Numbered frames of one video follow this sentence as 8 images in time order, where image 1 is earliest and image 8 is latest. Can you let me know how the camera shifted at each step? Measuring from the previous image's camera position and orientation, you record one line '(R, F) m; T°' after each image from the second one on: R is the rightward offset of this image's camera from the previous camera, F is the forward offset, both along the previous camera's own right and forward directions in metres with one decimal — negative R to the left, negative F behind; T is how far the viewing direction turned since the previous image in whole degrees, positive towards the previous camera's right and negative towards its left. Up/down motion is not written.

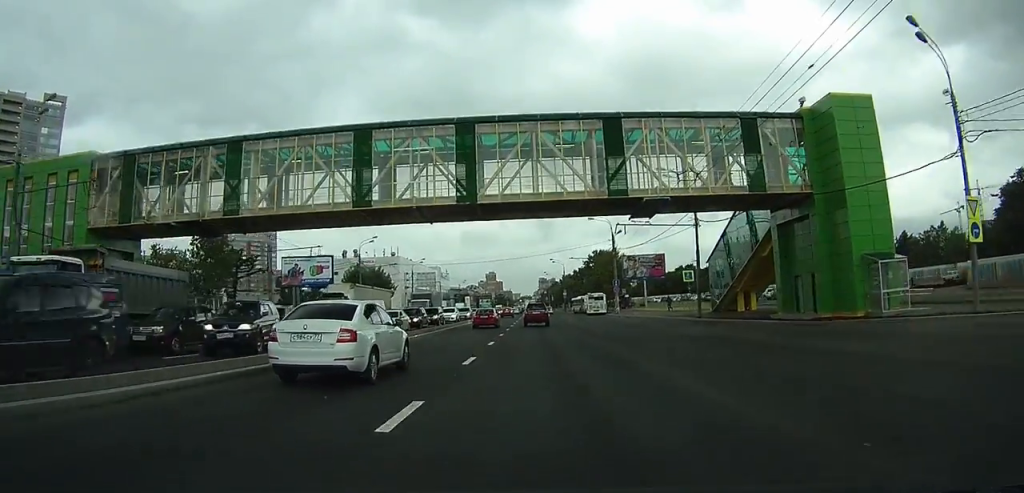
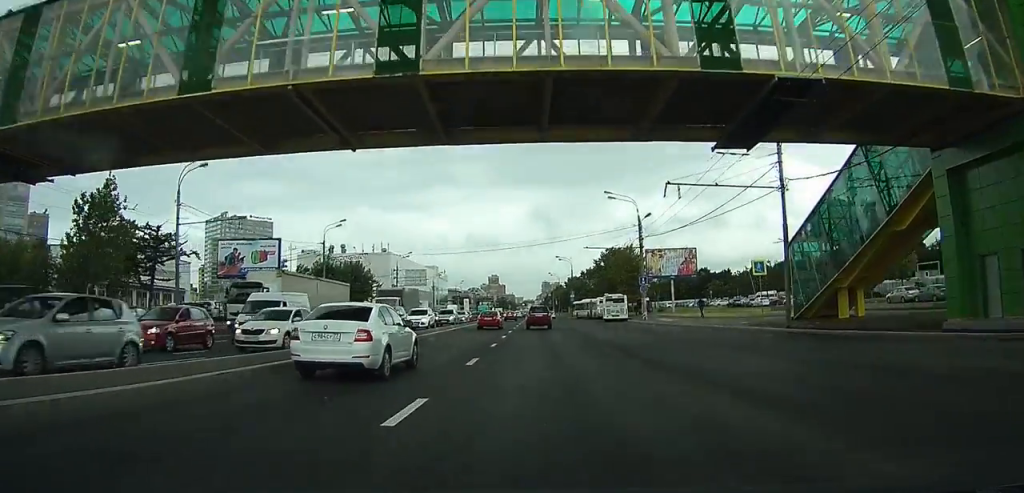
(+0.1, +15.3) m; 0°
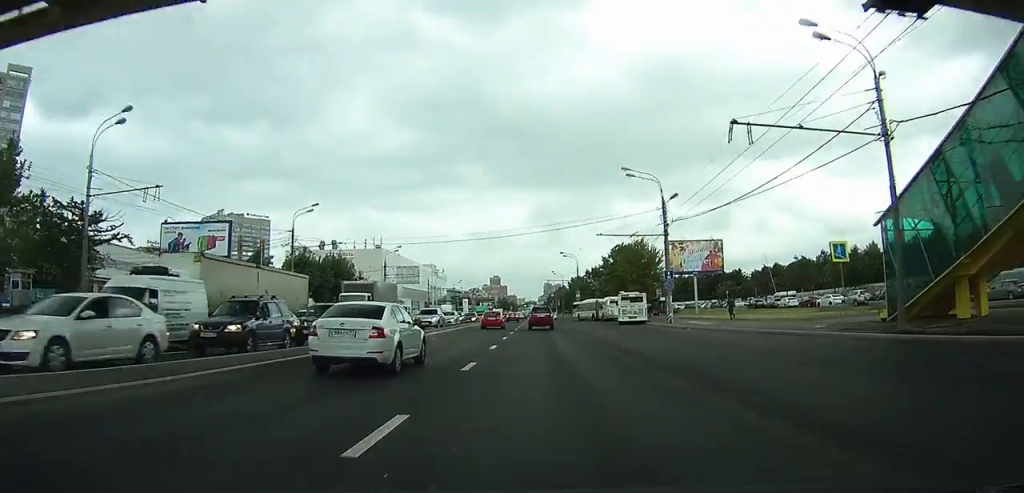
(0.0, +9.4) m; 0°
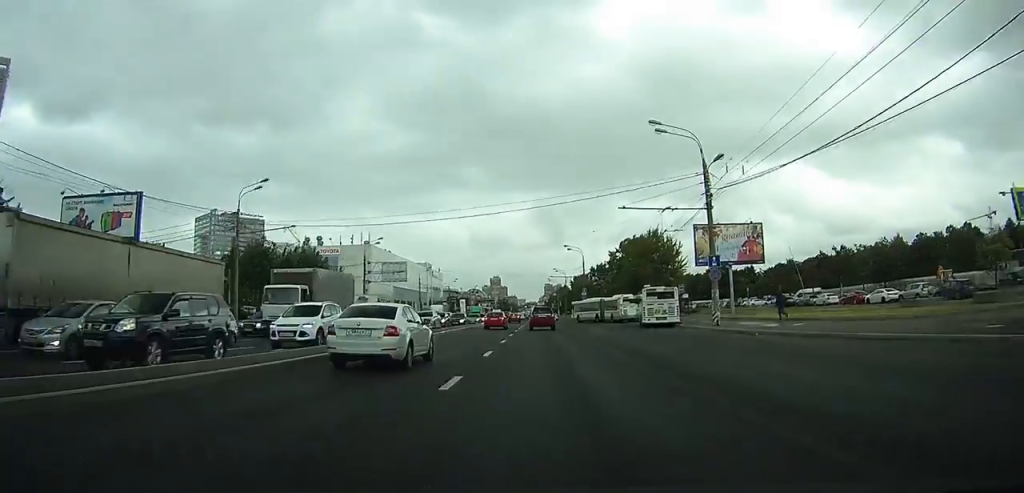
(-0.1, +11.2) m; 0°
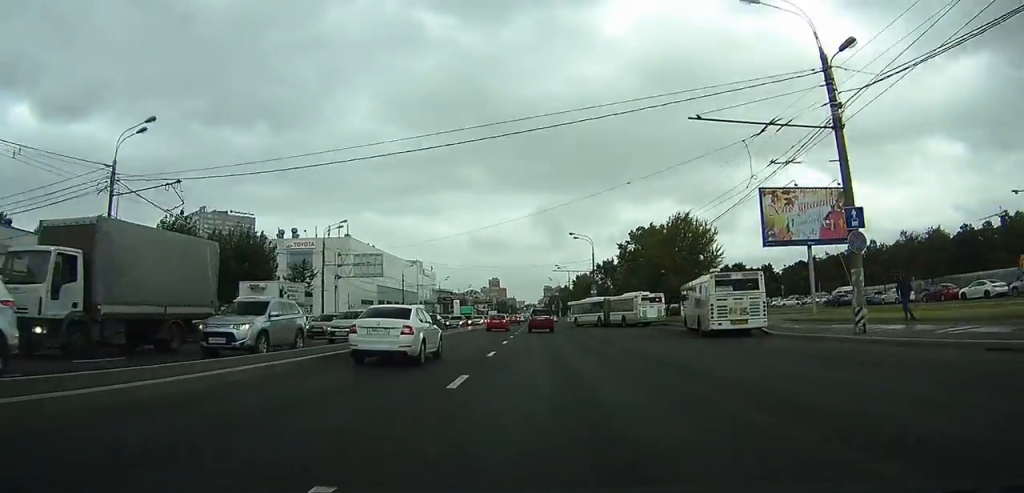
(0.0, +15.3) m; 0°
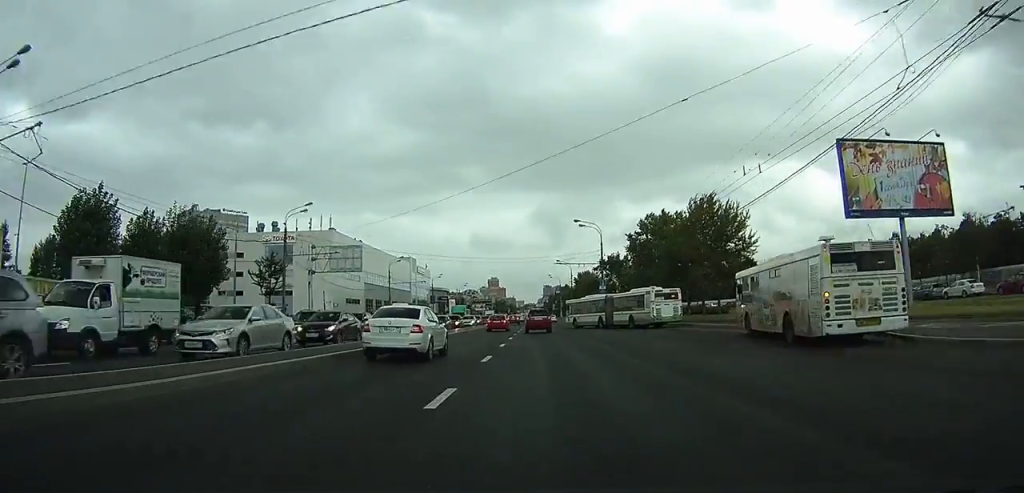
(0.0, +10.0) m; 0°
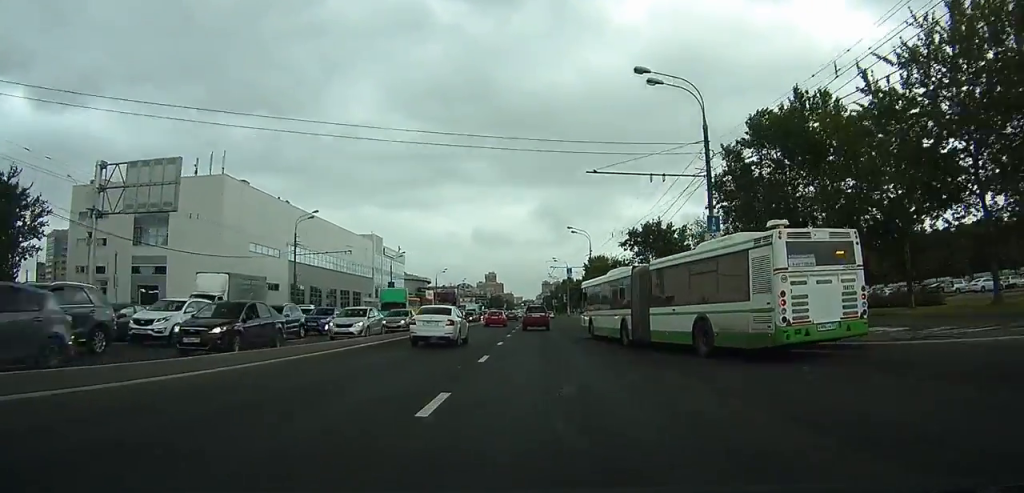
(0.0, +40.6) m; 0°
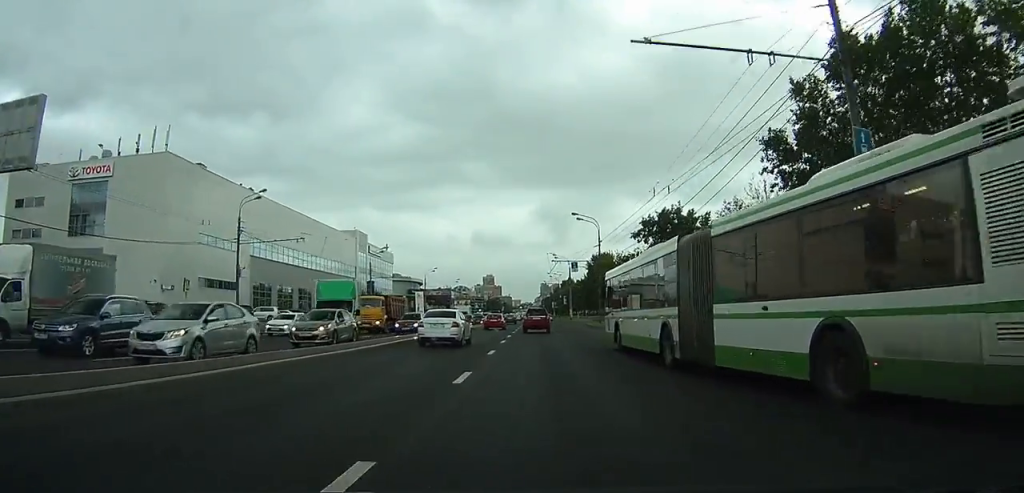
(0.0, +12.2) m; 0°
